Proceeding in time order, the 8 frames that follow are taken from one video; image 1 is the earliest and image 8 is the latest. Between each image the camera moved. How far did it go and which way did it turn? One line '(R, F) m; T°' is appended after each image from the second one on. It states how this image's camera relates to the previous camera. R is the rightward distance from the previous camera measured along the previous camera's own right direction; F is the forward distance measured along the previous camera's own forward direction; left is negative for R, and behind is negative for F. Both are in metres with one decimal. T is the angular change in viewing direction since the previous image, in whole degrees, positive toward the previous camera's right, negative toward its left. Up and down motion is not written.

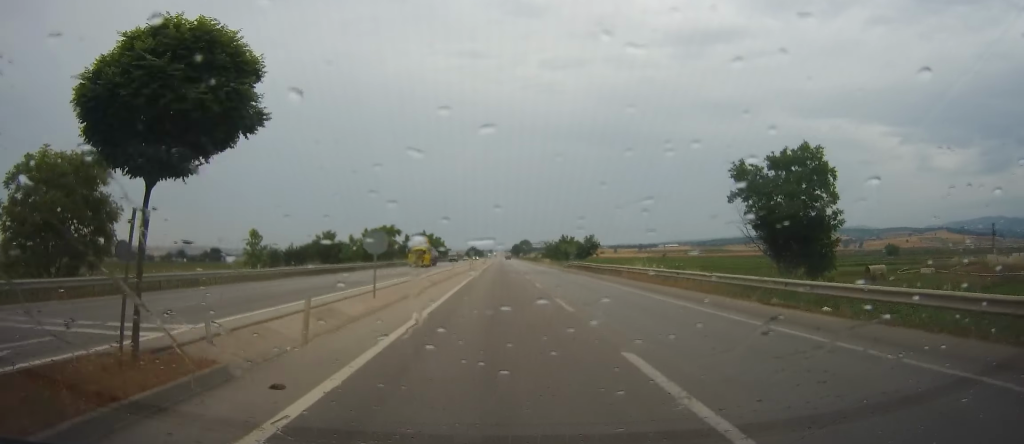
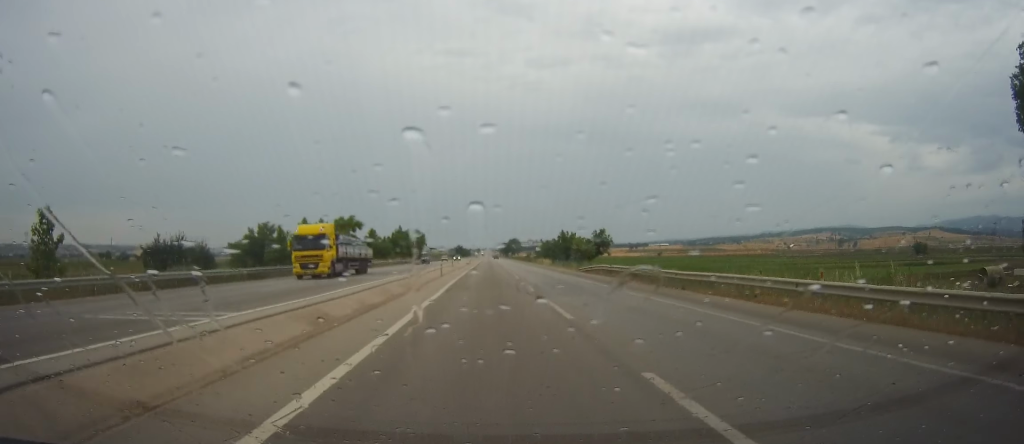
(+0.6, +24.8) m; +1°
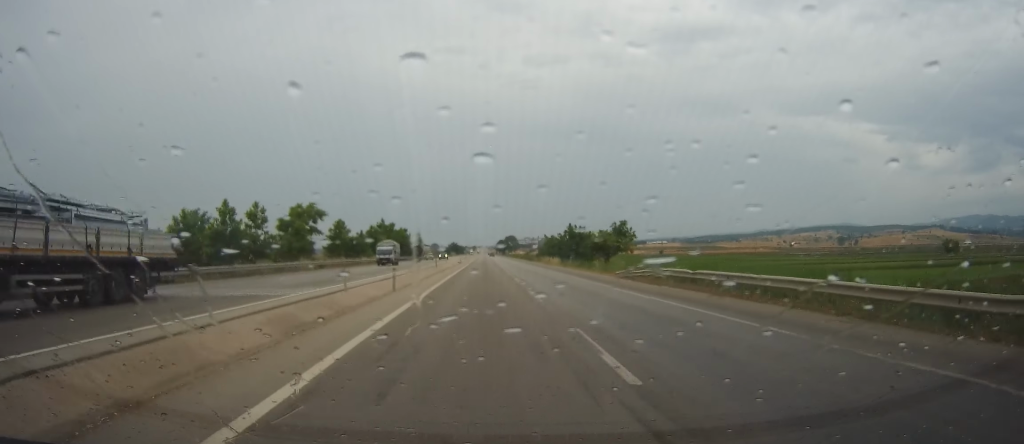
(0.0, +18.4) m; -1°
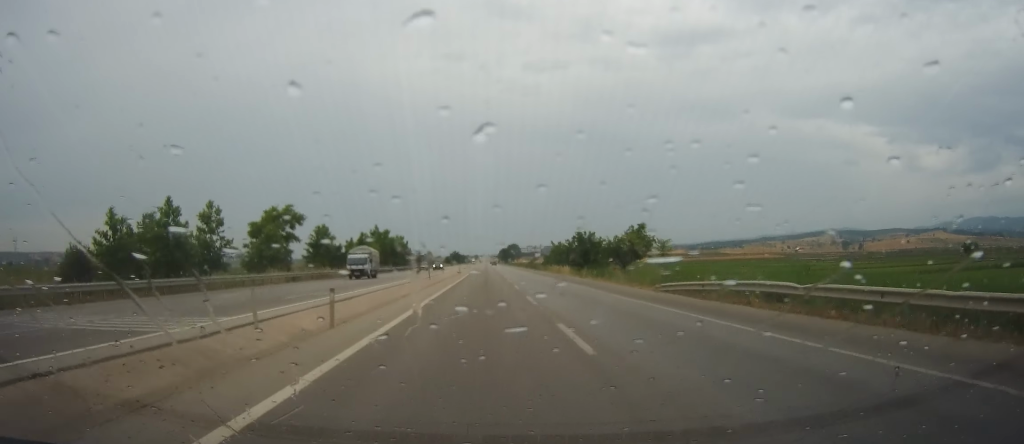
(-0.1, +9.3) m; 0°
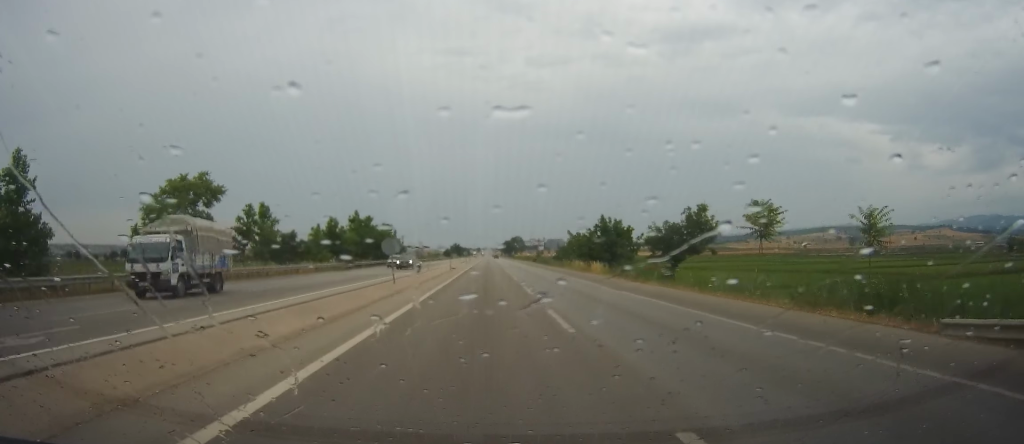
(-0.2, +20.4) m; +1°
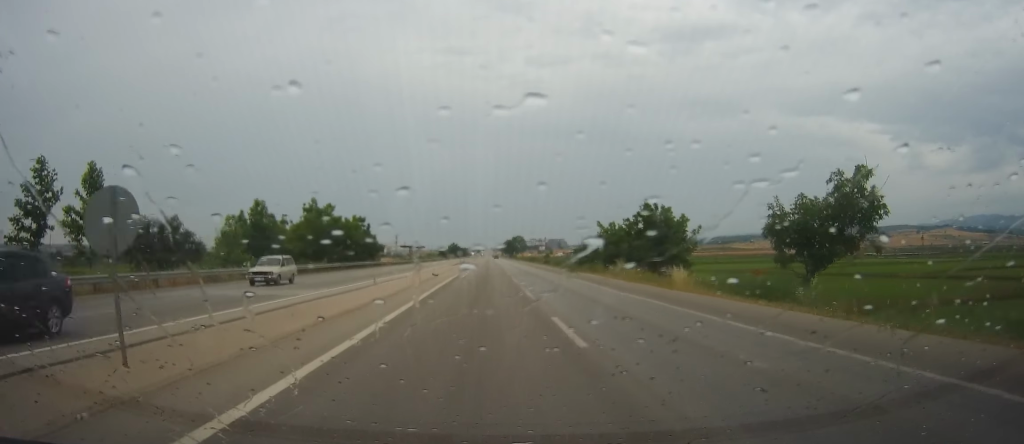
(+0.5, +24.6) m; +1°
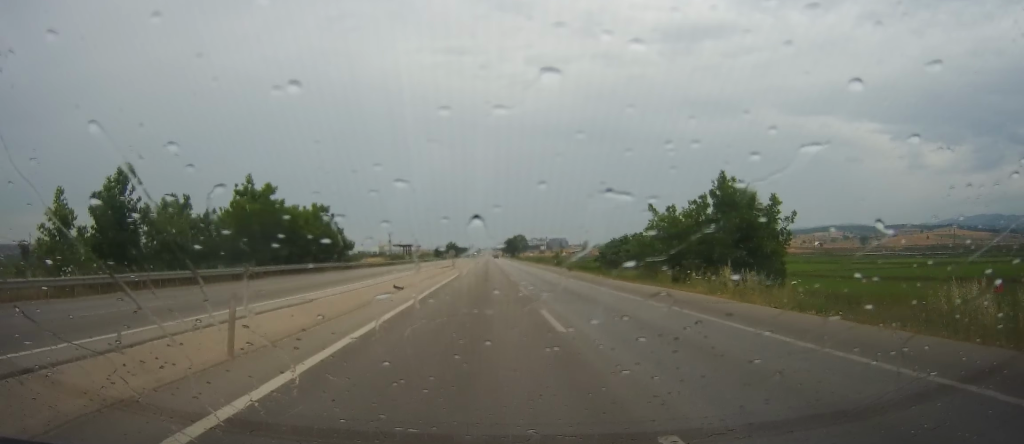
(+0.1, +21.0) m; 0°
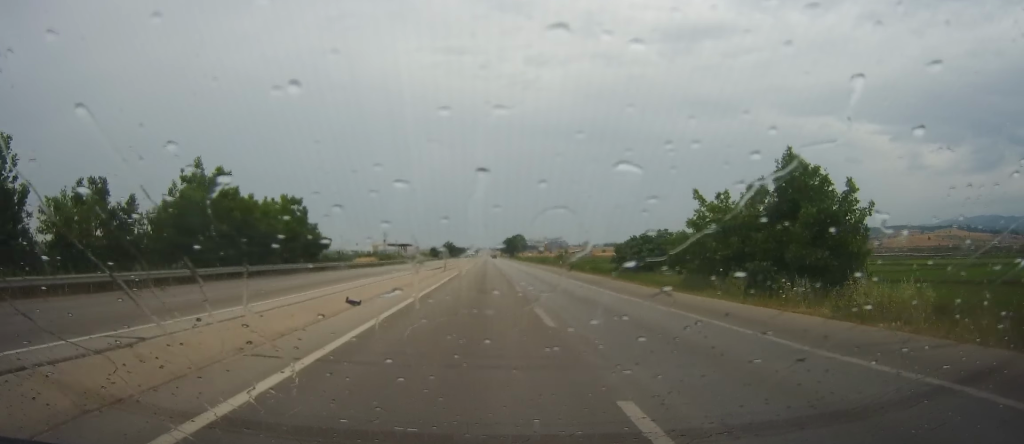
(+0.1, +9.9) m; -1°
